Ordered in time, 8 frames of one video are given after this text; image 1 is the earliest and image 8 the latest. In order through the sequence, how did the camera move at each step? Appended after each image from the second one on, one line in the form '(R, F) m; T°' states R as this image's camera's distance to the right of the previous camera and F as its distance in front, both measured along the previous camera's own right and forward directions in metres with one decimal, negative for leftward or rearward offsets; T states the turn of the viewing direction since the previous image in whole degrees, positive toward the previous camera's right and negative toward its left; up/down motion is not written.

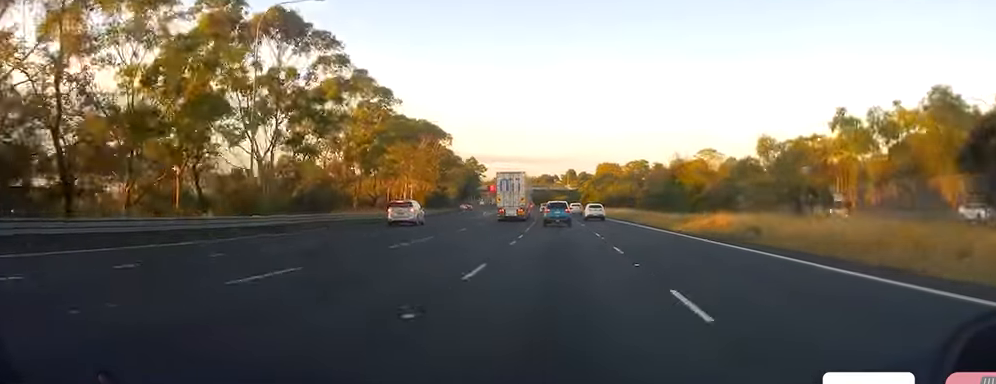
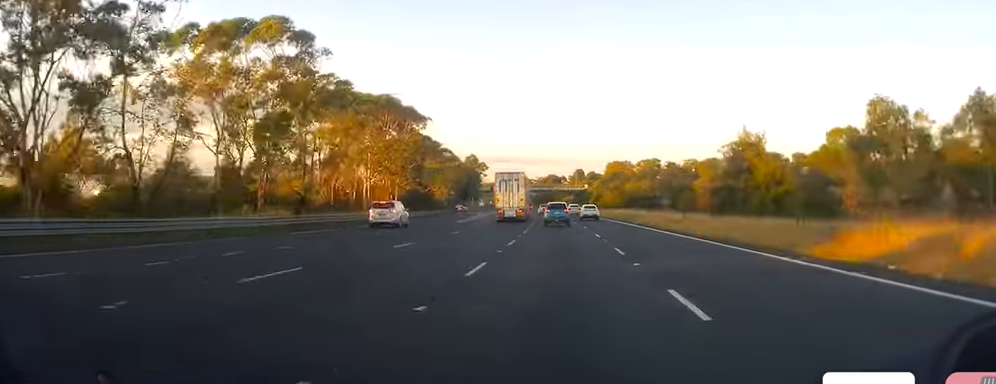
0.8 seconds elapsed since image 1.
(0.0, +23.2) m; 0°
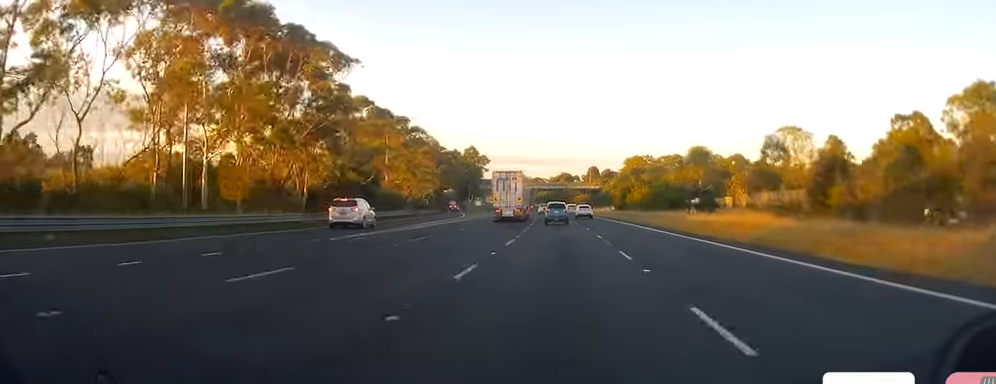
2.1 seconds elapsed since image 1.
(-0.1, +36.9) m; -1°
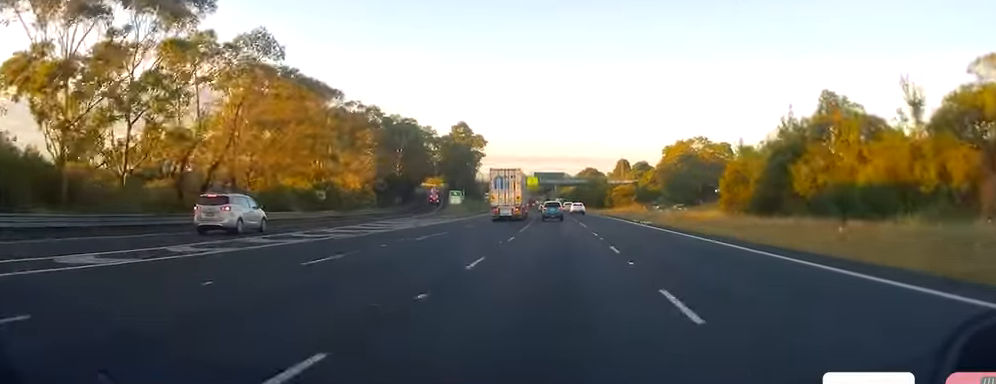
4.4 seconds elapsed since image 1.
(-2.0, +68.4) m; -2°
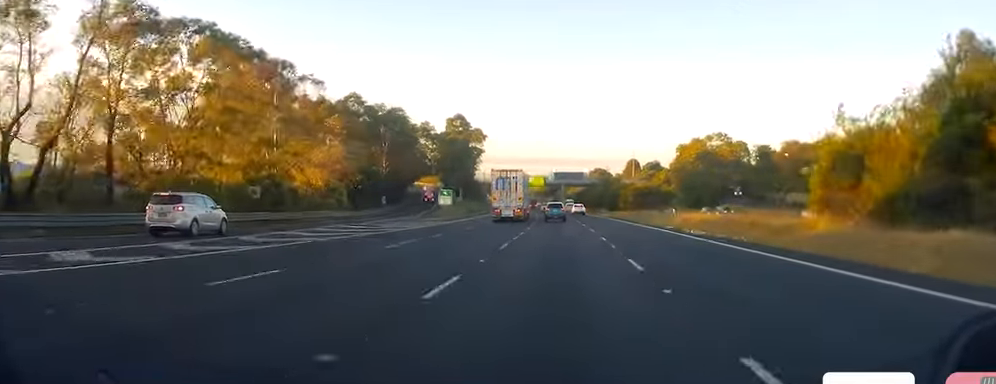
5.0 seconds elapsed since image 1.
(+0.5, +16.8) m; 0°
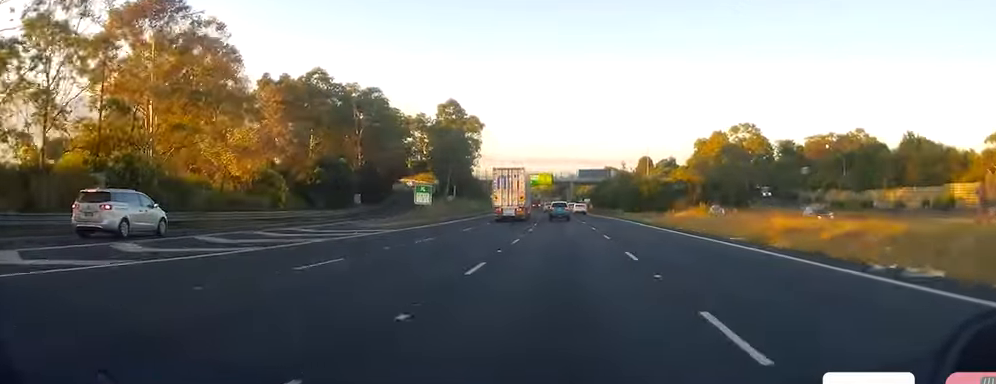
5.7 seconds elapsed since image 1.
(-0.7, +20.7) m; -1°
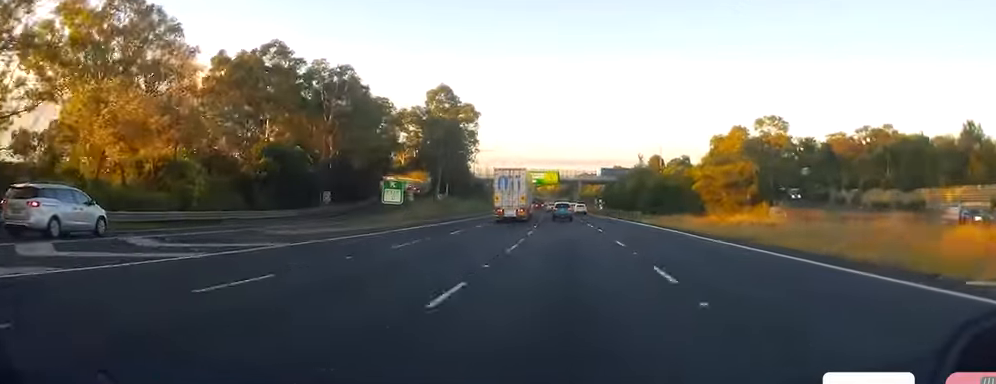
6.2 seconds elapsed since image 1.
(-0.2, +16.7) m; -1°
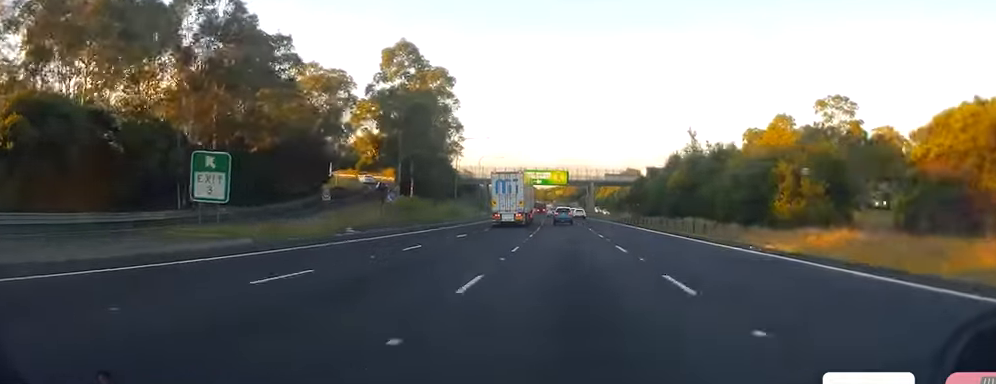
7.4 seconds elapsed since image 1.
(0.0, +34.4) m; -1°
